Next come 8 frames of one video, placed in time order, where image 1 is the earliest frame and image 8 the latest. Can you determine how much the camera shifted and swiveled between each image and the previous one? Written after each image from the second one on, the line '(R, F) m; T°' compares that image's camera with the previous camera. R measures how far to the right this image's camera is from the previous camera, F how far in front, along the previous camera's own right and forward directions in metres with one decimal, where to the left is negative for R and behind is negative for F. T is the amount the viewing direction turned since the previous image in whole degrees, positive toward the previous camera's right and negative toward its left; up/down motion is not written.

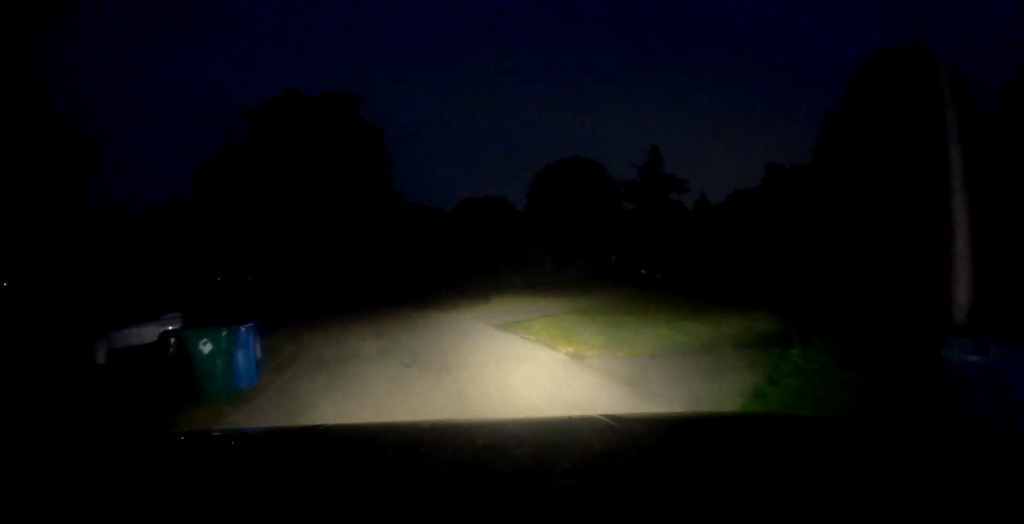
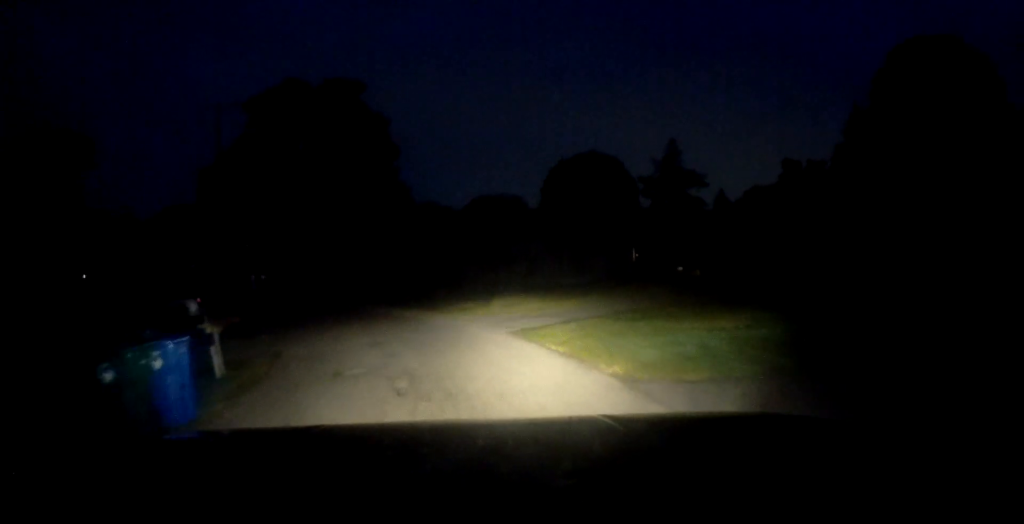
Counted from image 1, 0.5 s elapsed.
(-0.1, +2.5) m; -2°
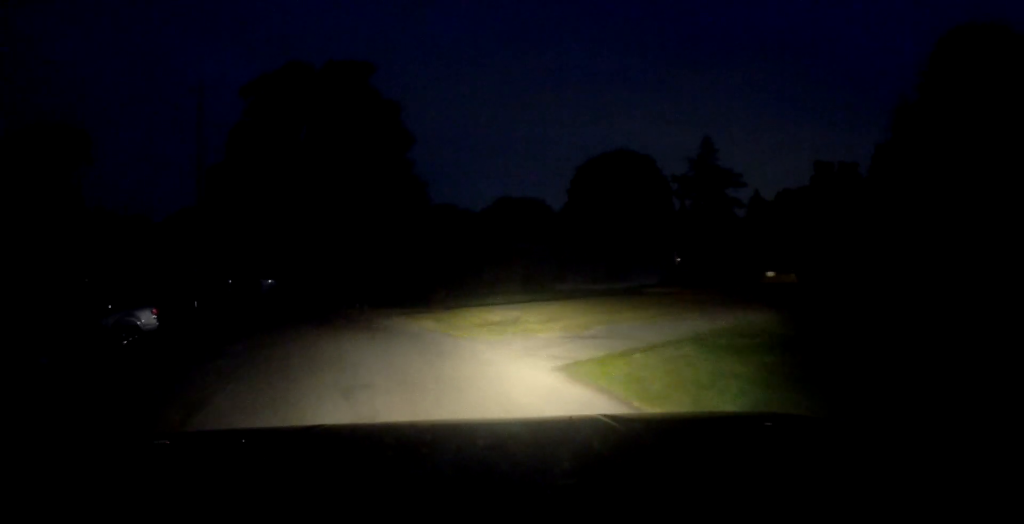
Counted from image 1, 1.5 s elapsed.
(-0.1, +4.2) m; -1°
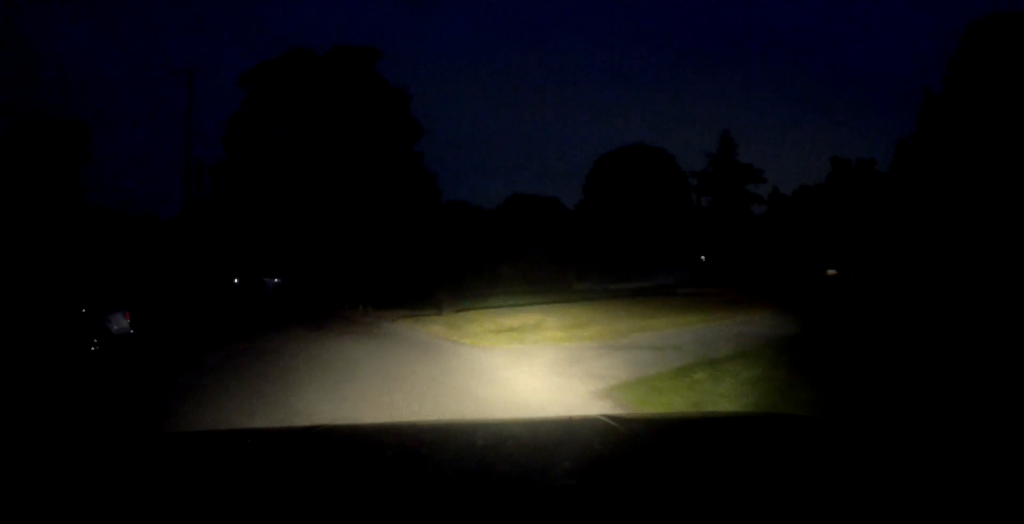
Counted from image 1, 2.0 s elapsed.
(0.0, +2.0) m; 0°
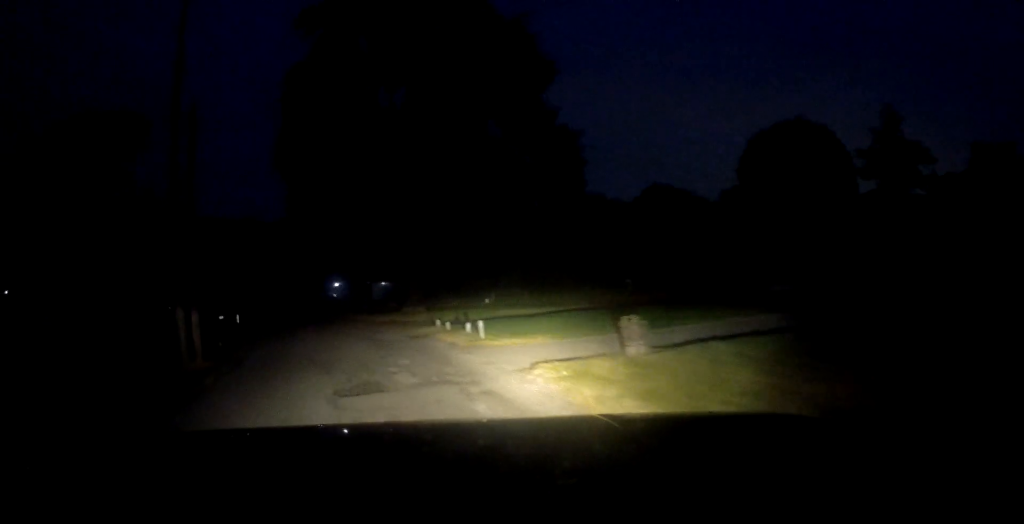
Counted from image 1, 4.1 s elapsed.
(-0.2, +9.9) m; -8°
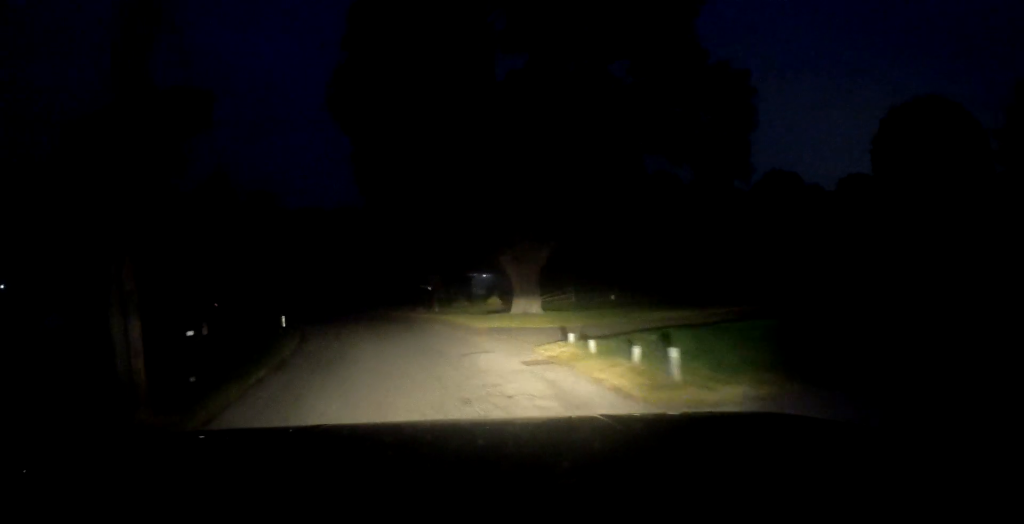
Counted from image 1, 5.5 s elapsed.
(-0.8, +7.0) m; -9°
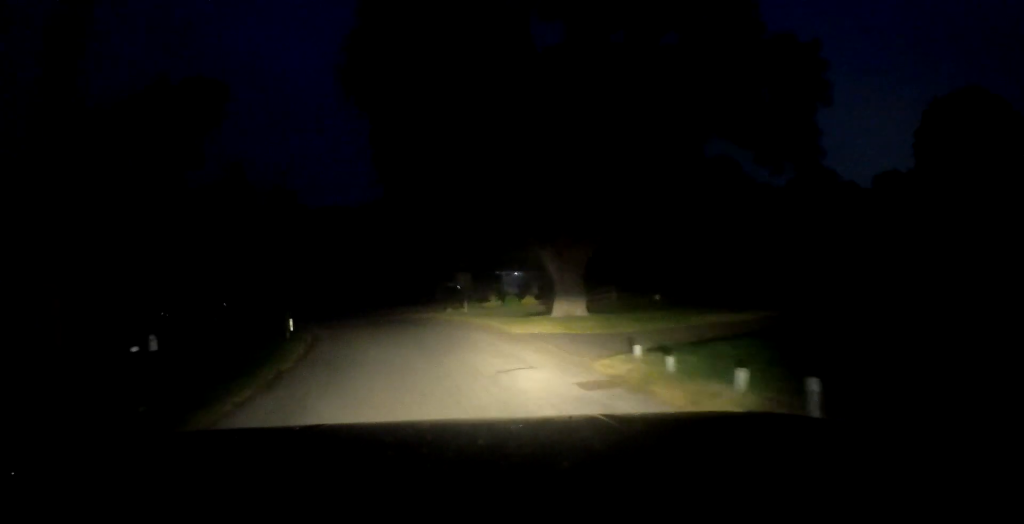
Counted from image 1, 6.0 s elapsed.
(+0.1, +2.6) m; -3°
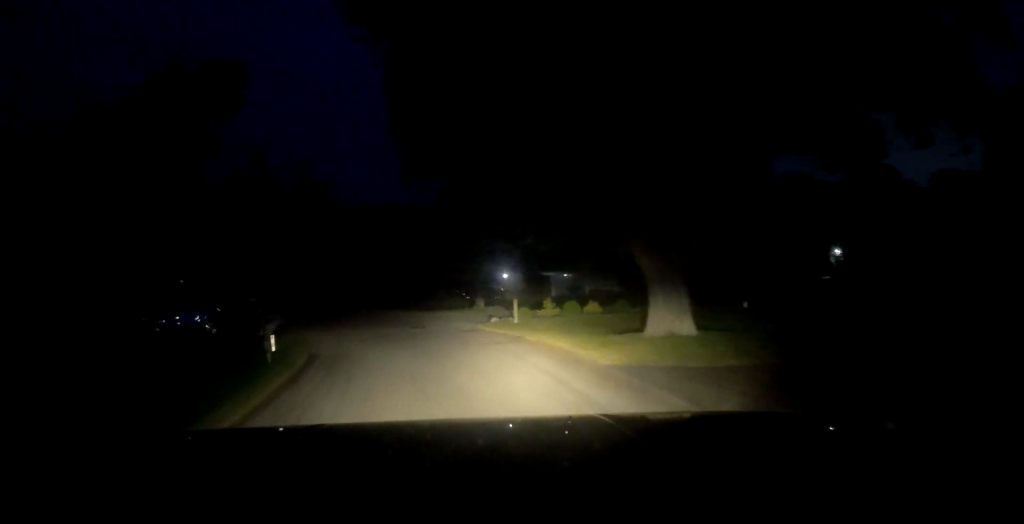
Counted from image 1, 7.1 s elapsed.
(-0.4, +5.5) m; -9°
